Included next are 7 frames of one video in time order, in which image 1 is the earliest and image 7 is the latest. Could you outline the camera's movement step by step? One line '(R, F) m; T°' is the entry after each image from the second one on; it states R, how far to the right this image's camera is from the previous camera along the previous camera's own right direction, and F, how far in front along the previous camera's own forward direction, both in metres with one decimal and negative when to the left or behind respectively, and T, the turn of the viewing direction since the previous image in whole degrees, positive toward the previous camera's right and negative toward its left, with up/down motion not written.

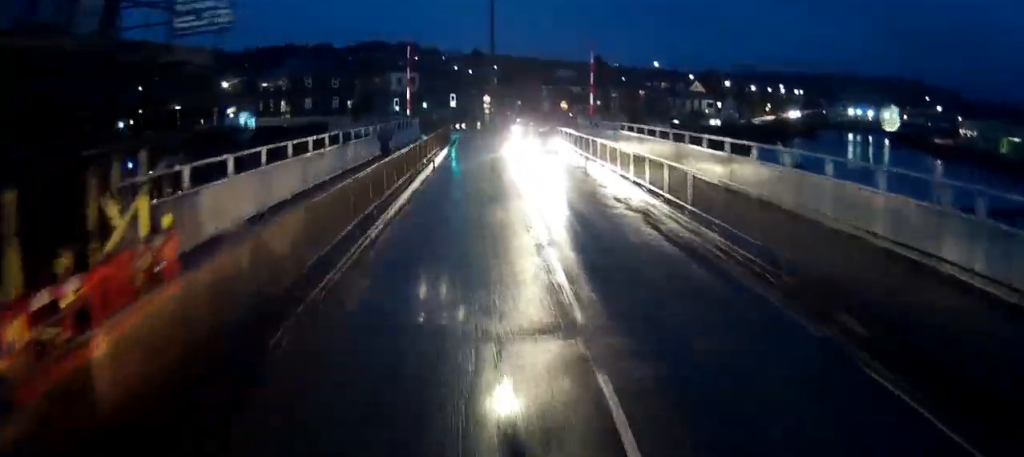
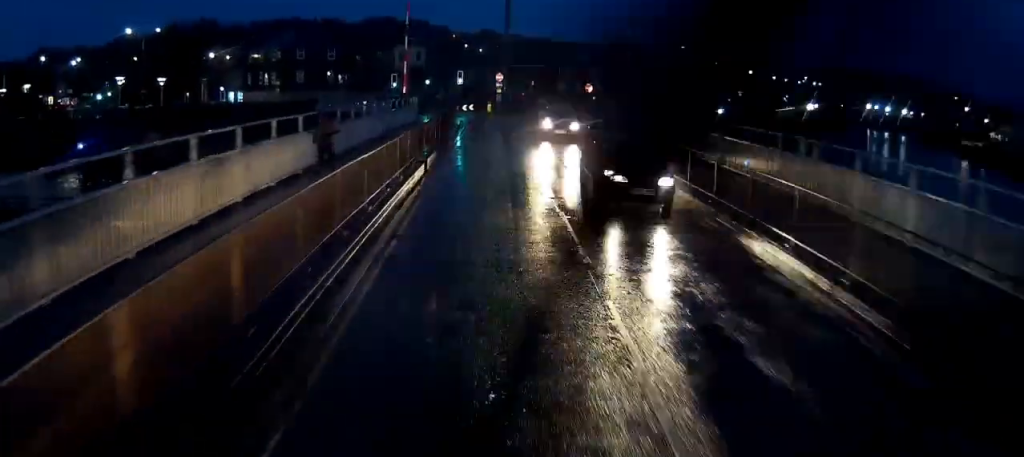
(-0.1, +10.4) m; +1°
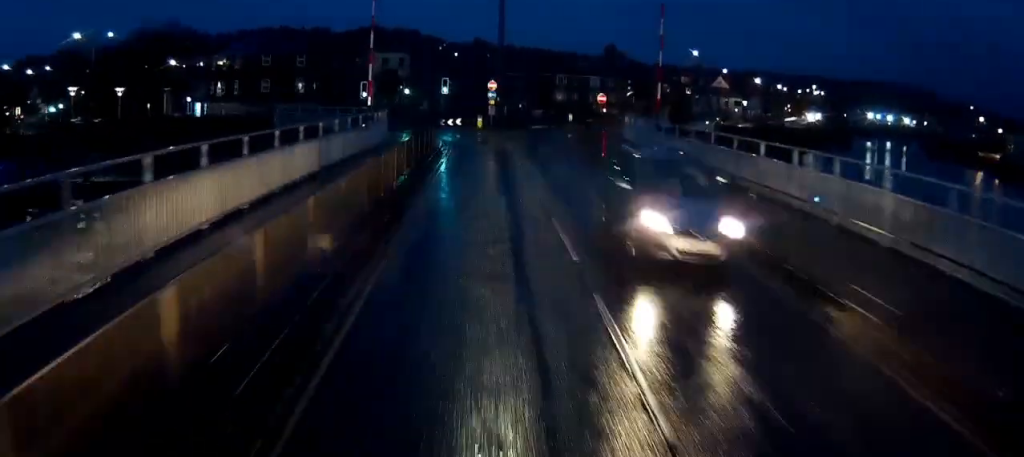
(+0.4, +11.8) m; +1°
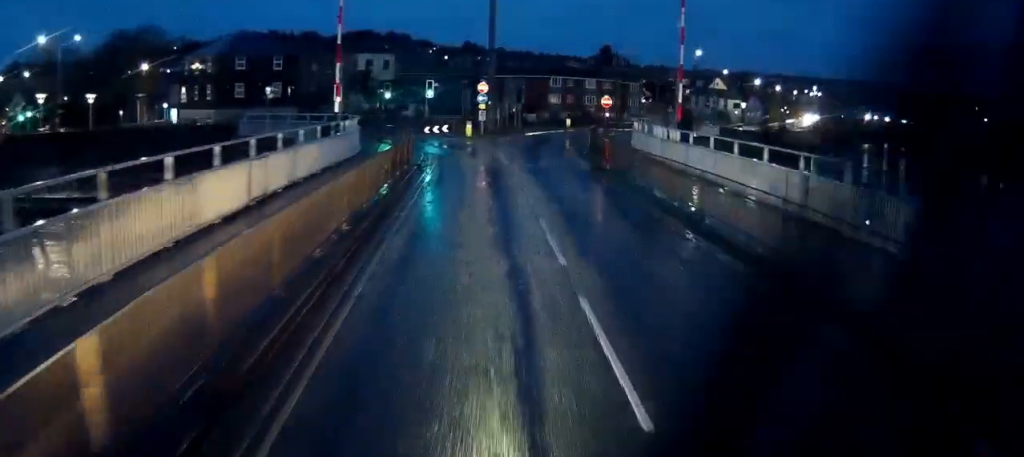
(-0.1, +6.1) m; 0°
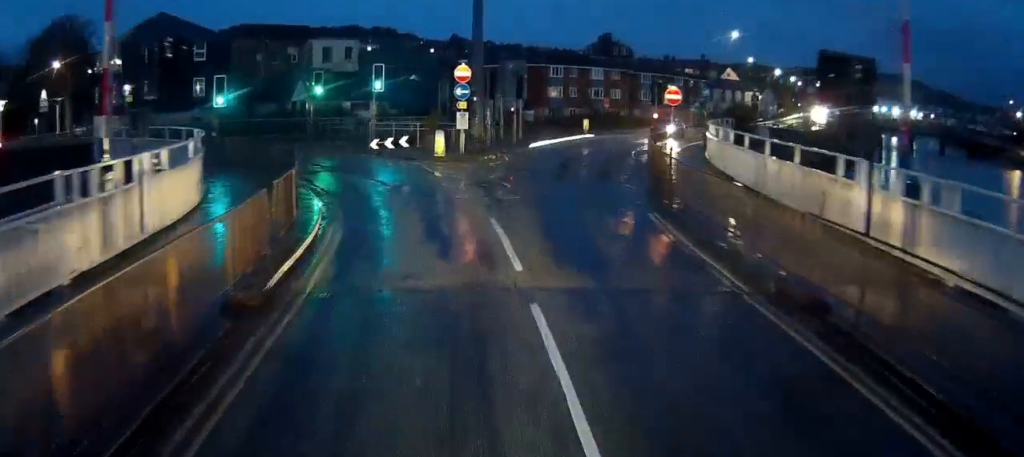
(+0.6, +20.2) m; +4°
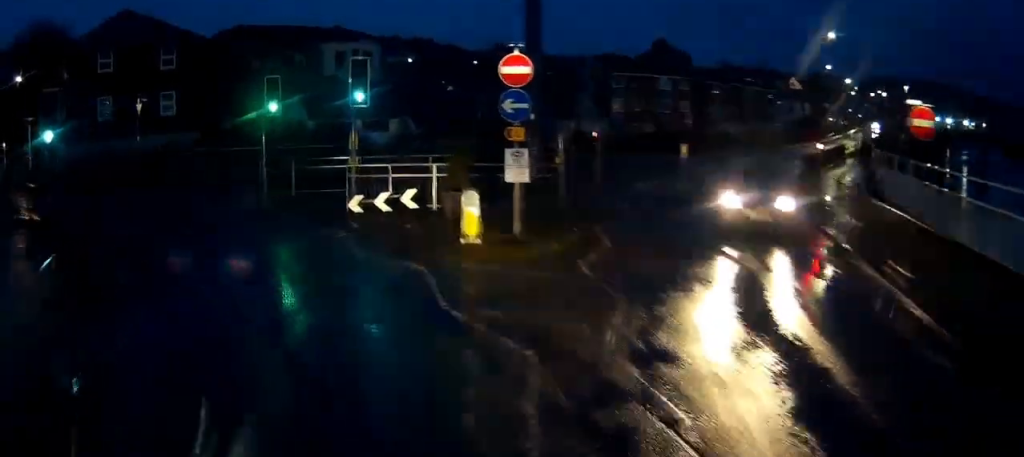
(-0.5, +14.9) m; -6°
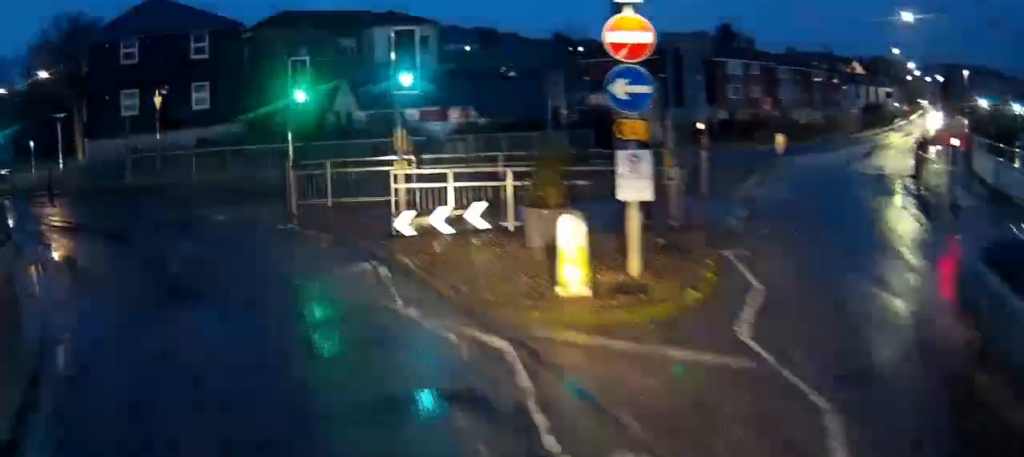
(-0.1, +4.6) m; -3°
